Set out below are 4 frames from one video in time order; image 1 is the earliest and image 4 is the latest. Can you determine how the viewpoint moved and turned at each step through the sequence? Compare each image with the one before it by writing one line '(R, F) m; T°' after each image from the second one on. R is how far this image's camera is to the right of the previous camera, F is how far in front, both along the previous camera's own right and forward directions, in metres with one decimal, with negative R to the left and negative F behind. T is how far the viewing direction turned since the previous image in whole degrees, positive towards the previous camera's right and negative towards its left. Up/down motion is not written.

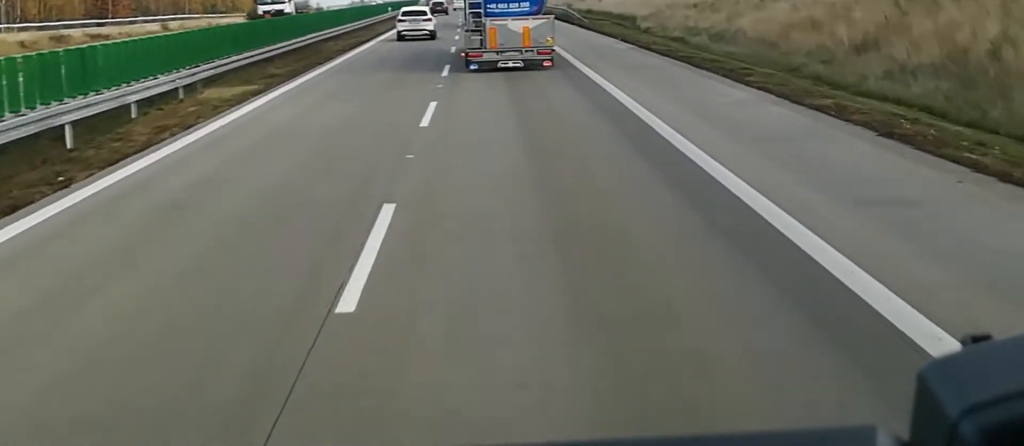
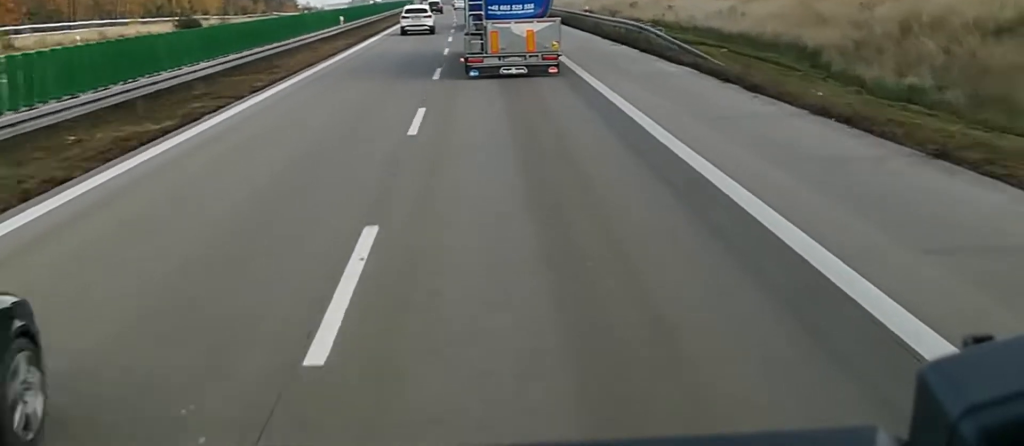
(-0.6, +37.0) m; -2°
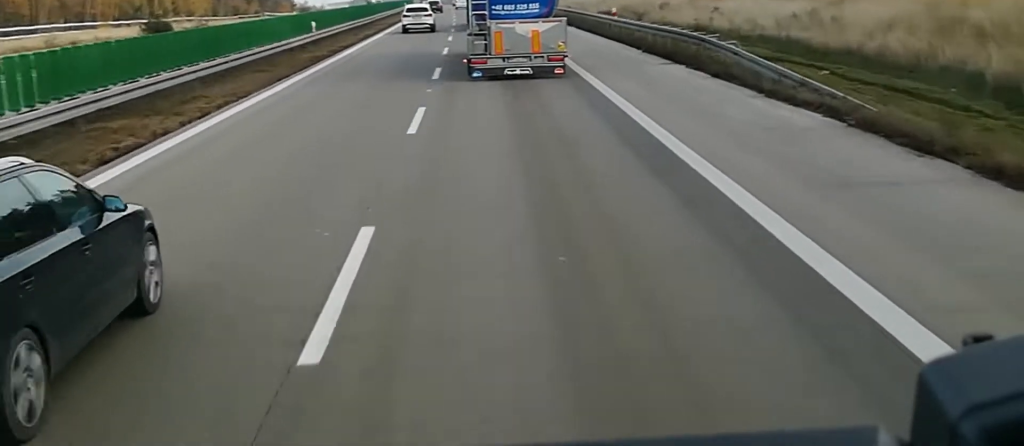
(-0.2, +11.8) m; 0°
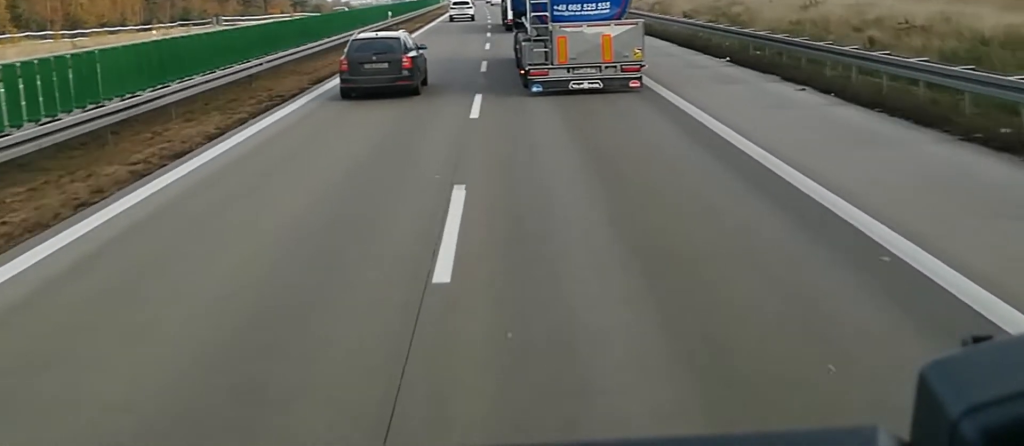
(+0.6, +82.0) m; 0°
